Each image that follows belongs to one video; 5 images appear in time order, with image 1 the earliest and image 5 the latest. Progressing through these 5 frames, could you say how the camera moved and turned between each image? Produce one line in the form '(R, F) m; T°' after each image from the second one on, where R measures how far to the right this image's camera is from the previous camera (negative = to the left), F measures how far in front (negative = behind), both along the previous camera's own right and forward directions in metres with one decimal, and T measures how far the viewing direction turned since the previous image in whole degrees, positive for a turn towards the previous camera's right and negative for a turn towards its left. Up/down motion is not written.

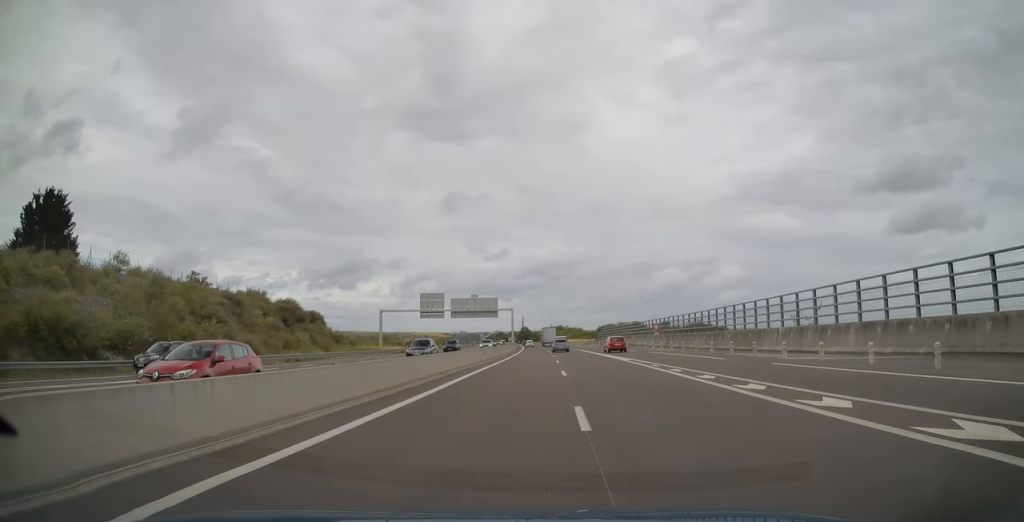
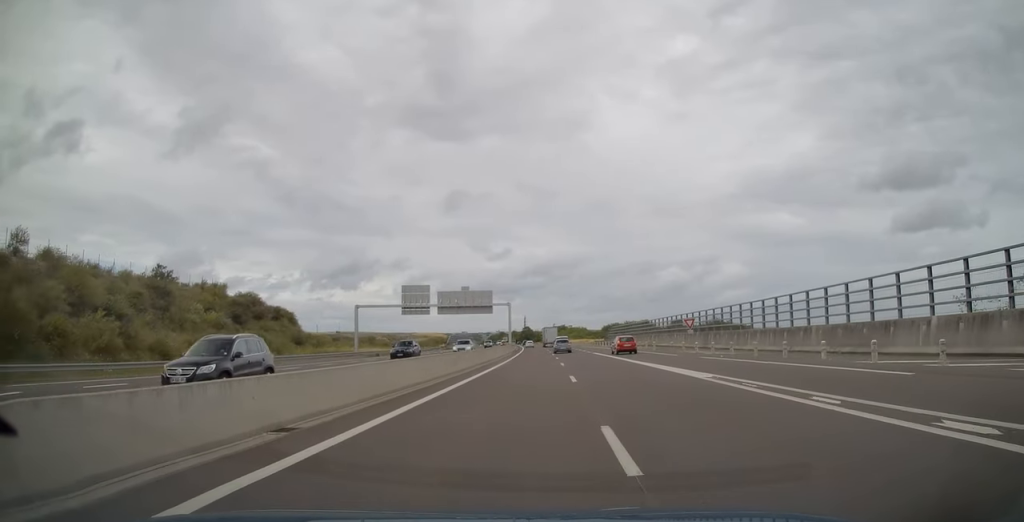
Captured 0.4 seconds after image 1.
(-0.1, +15.9) m; 0°
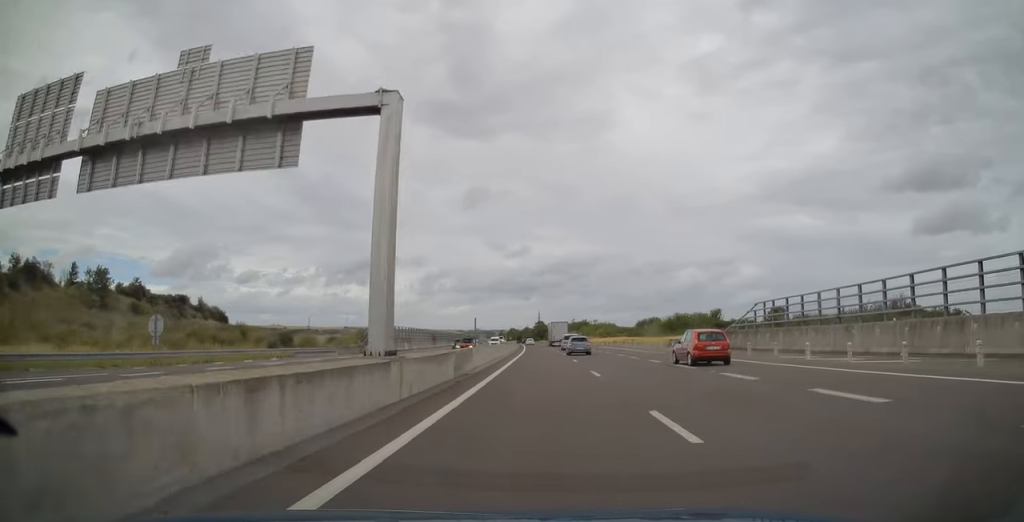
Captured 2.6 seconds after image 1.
(-0.7, +77.2) m; -1°
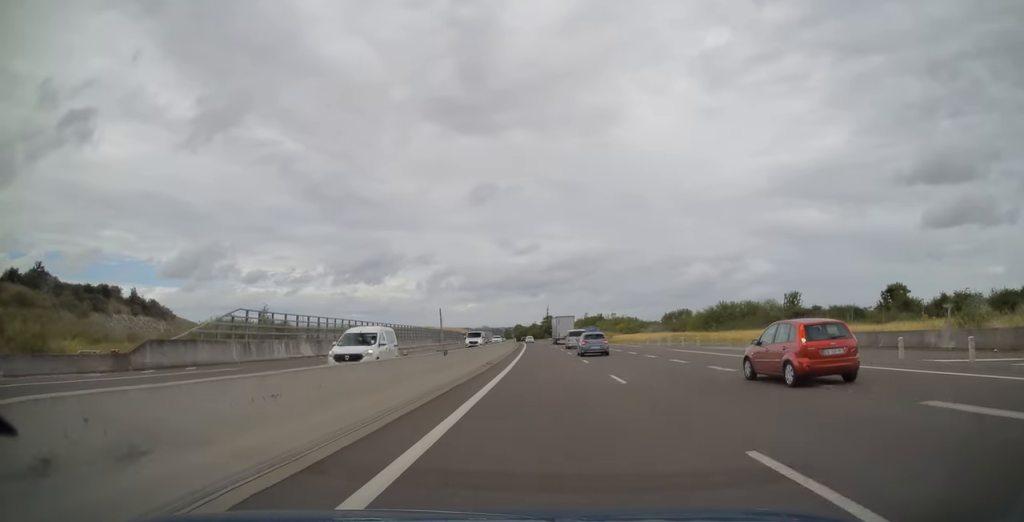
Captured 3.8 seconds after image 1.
(-0.2, +43.6) m; 0°
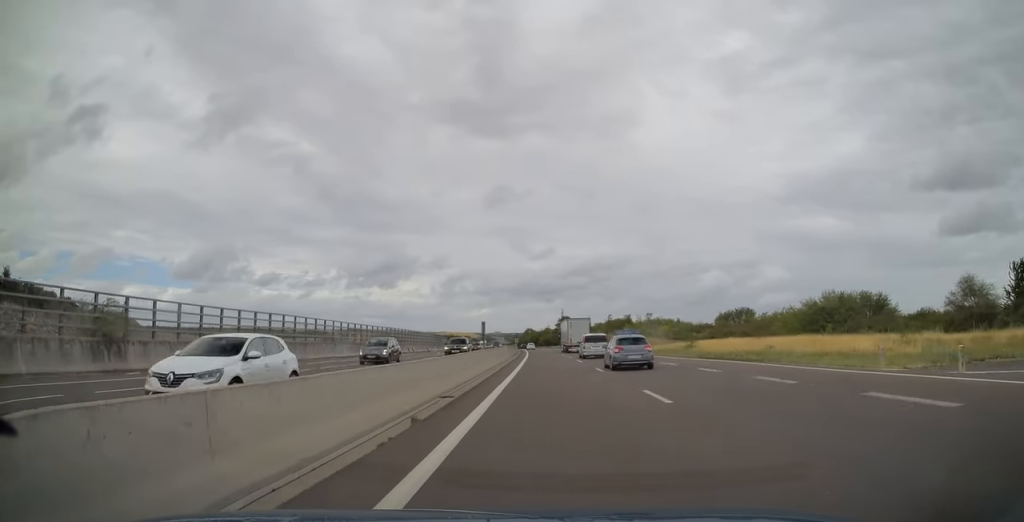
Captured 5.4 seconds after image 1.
(-0.6, +57.1) m; -1°
